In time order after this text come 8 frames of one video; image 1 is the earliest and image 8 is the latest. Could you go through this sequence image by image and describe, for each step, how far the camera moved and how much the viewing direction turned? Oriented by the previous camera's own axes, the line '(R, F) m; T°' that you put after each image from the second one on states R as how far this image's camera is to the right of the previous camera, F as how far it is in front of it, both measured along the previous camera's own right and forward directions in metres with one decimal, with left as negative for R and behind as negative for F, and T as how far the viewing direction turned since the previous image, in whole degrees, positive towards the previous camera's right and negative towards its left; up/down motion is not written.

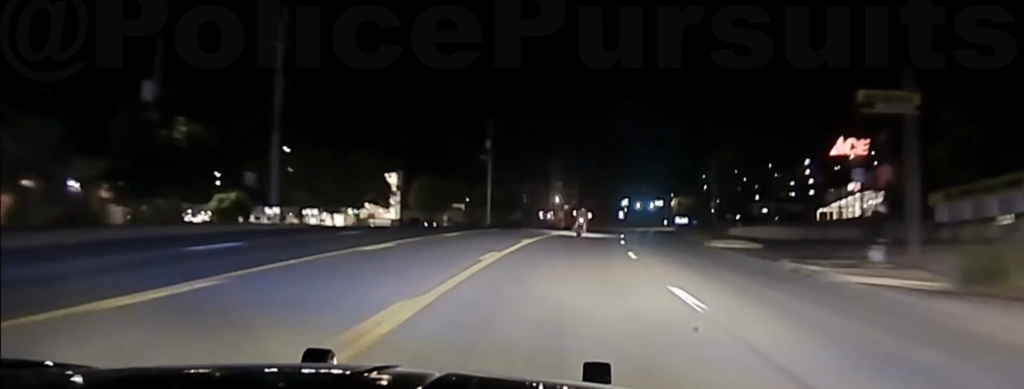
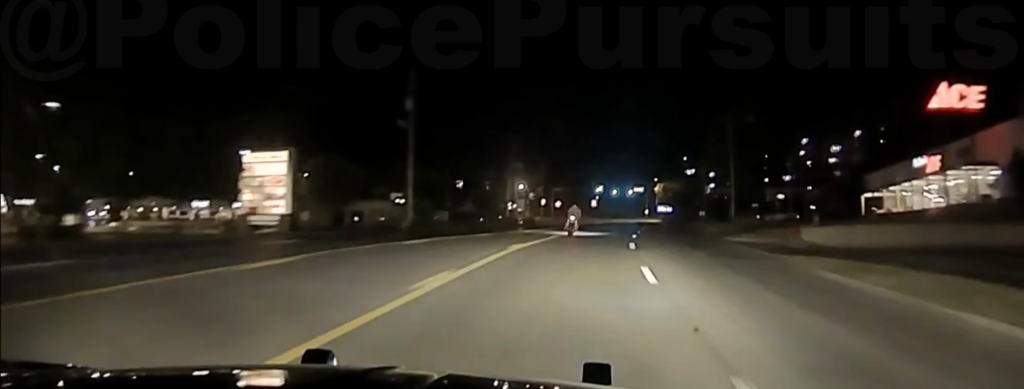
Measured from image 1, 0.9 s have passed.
(+0.3, +32.5) m; +2°
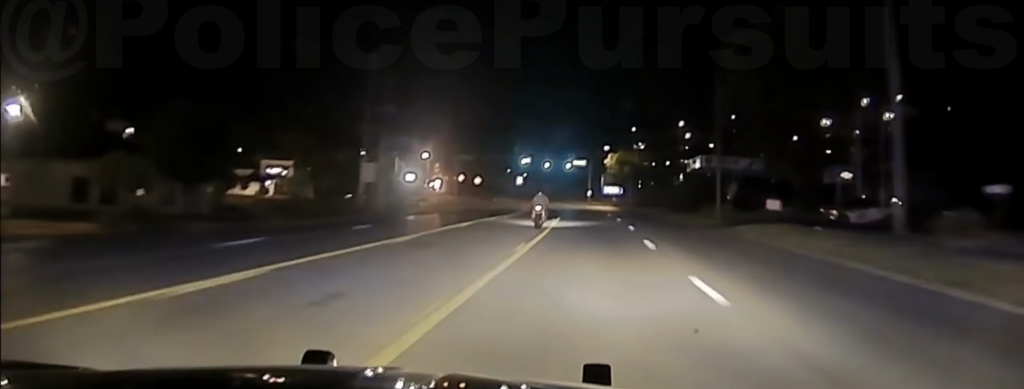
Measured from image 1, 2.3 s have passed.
(+1.2, +44.4) m; +4°
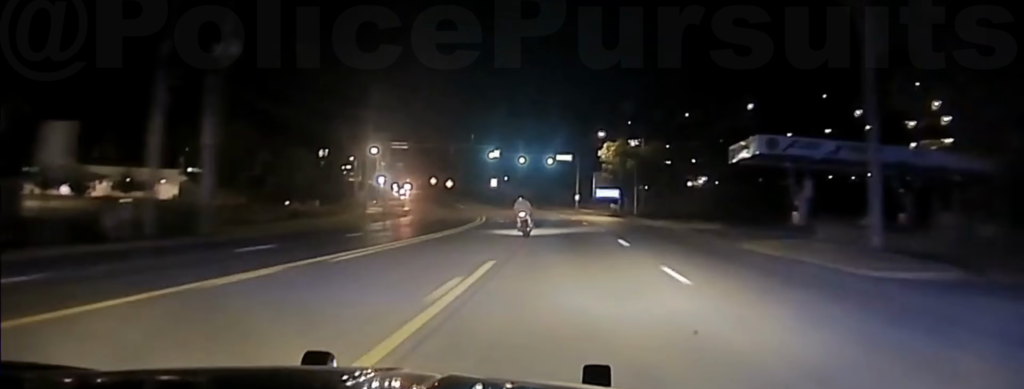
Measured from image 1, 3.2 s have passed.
(+0.8, +30.8) m; +2°
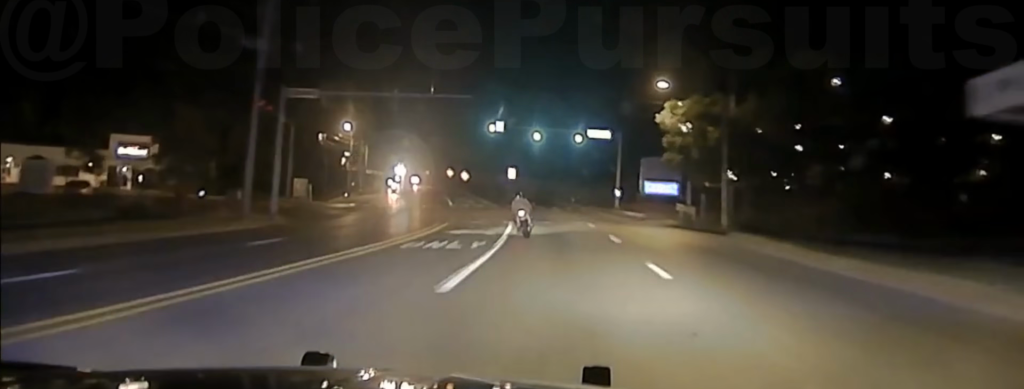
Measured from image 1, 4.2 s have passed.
(+0.1, +33.3) m; -1°
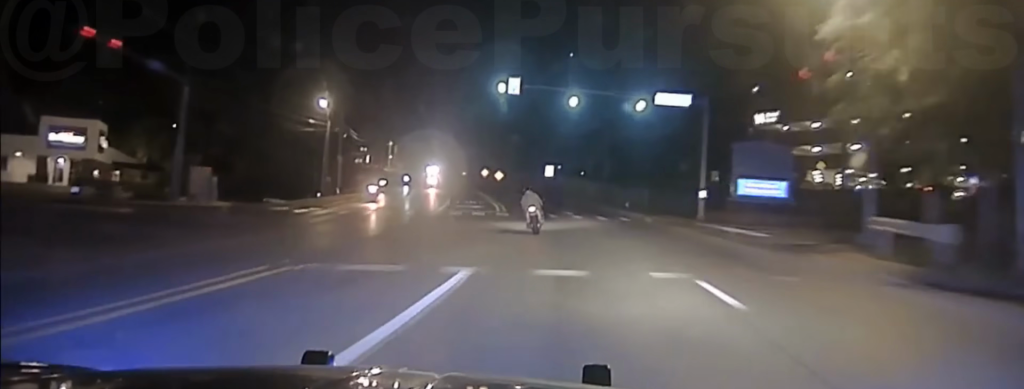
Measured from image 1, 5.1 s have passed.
(-0.6, +27.6) m; -3°
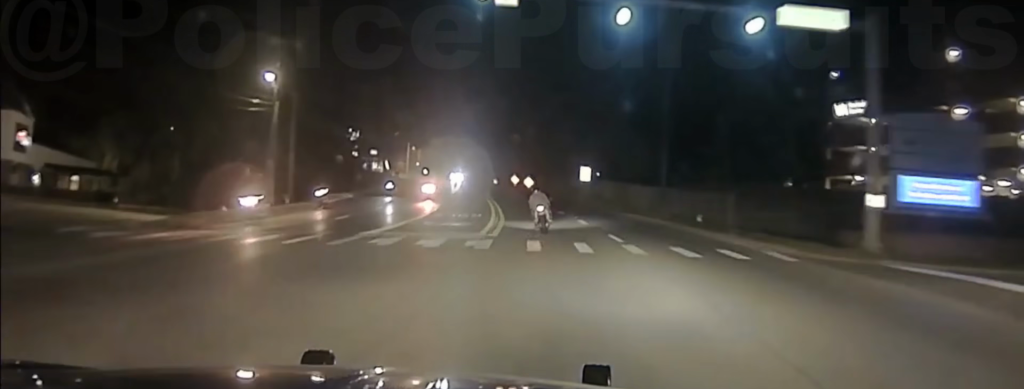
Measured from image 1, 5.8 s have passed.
(-0.8, +25.4) m; -3°
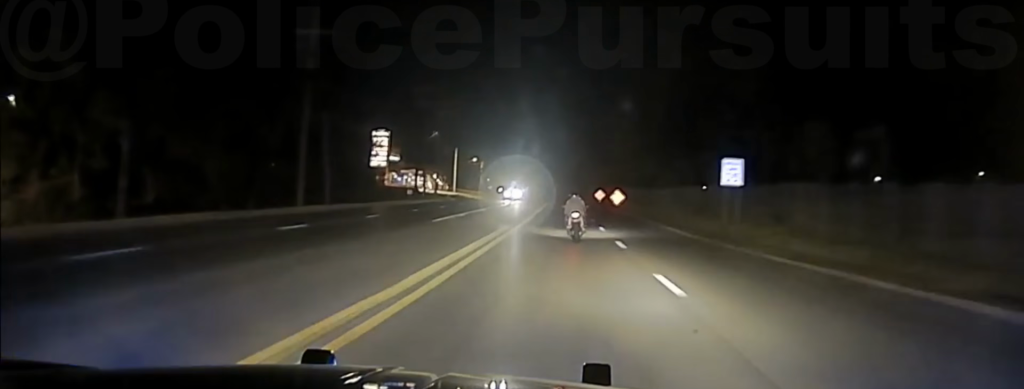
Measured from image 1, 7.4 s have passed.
(-2.8, +50.9) m; -5°
